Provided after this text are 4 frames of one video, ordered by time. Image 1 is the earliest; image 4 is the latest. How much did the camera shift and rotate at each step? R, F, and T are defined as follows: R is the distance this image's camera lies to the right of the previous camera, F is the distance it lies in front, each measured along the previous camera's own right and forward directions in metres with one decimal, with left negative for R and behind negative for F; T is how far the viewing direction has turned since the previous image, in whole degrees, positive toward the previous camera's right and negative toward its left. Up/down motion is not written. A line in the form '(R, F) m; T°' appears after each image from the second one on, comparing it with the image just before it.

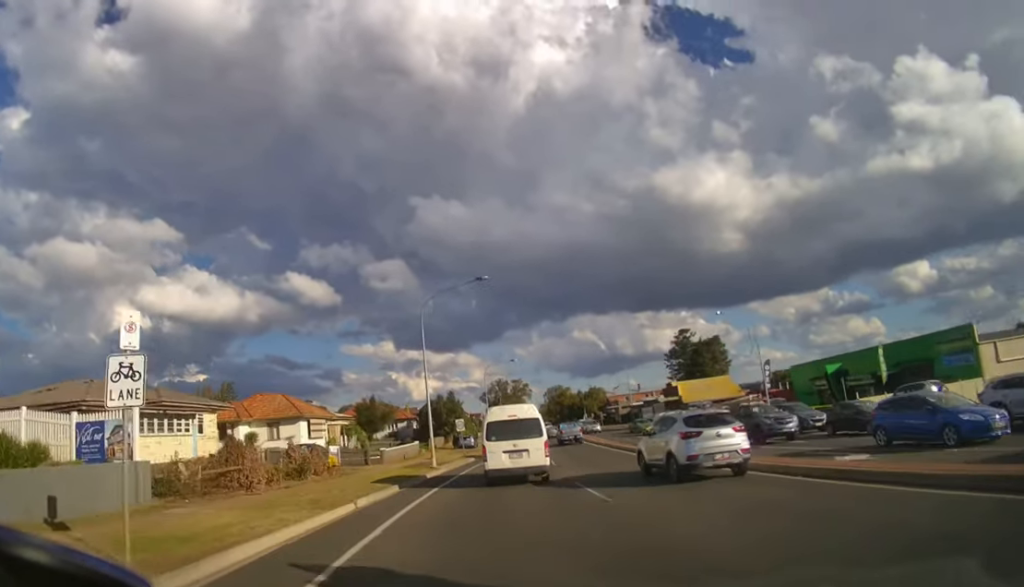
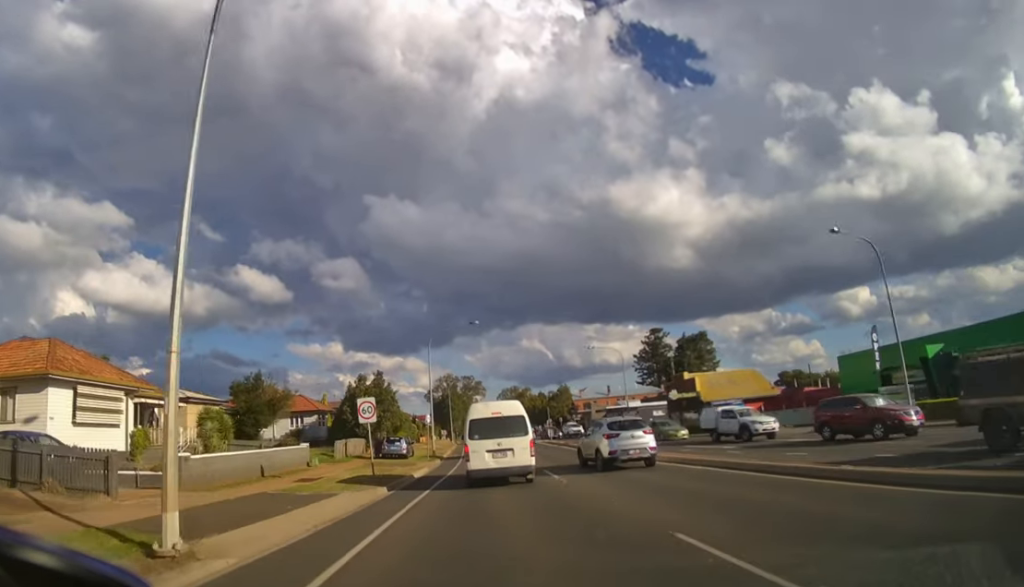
(+1.0, +22.0) m; +5°
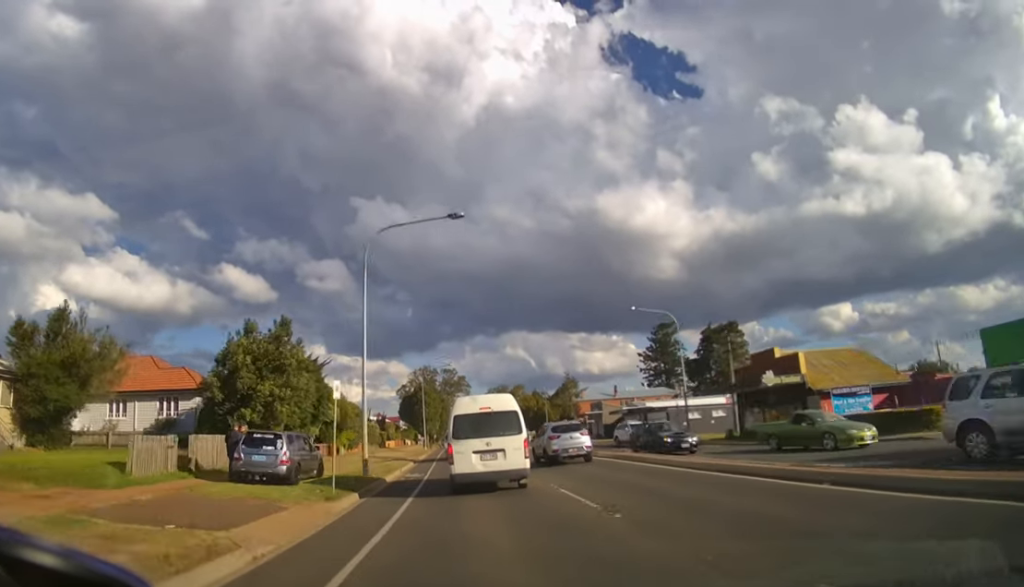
(+0.6, +17.0) m; +3°
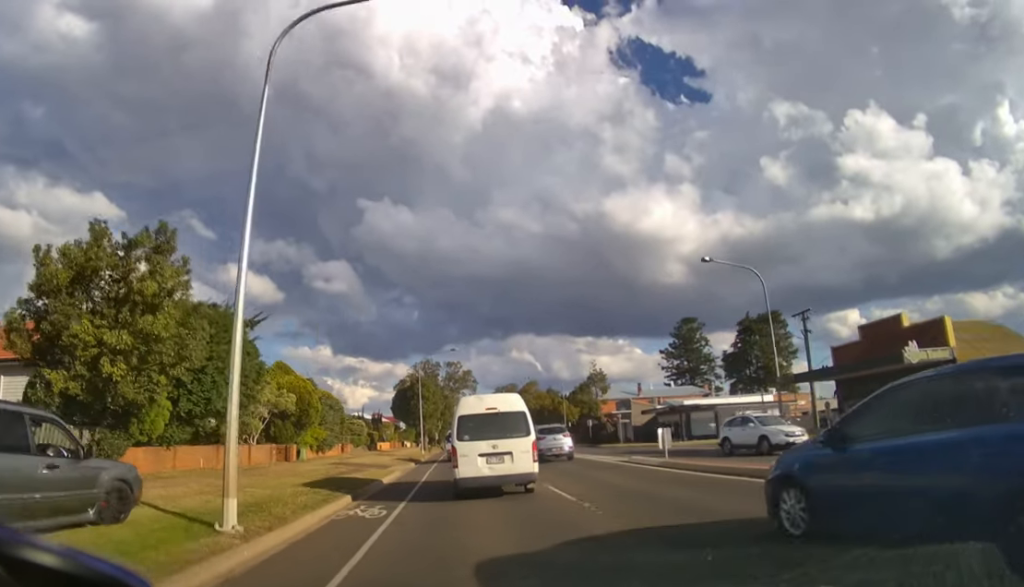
(0.0, +9.6) m; 0°
